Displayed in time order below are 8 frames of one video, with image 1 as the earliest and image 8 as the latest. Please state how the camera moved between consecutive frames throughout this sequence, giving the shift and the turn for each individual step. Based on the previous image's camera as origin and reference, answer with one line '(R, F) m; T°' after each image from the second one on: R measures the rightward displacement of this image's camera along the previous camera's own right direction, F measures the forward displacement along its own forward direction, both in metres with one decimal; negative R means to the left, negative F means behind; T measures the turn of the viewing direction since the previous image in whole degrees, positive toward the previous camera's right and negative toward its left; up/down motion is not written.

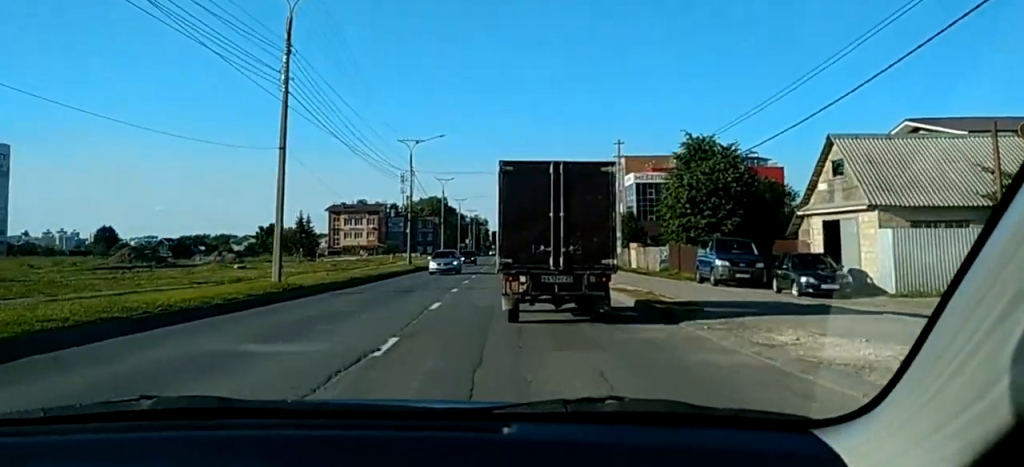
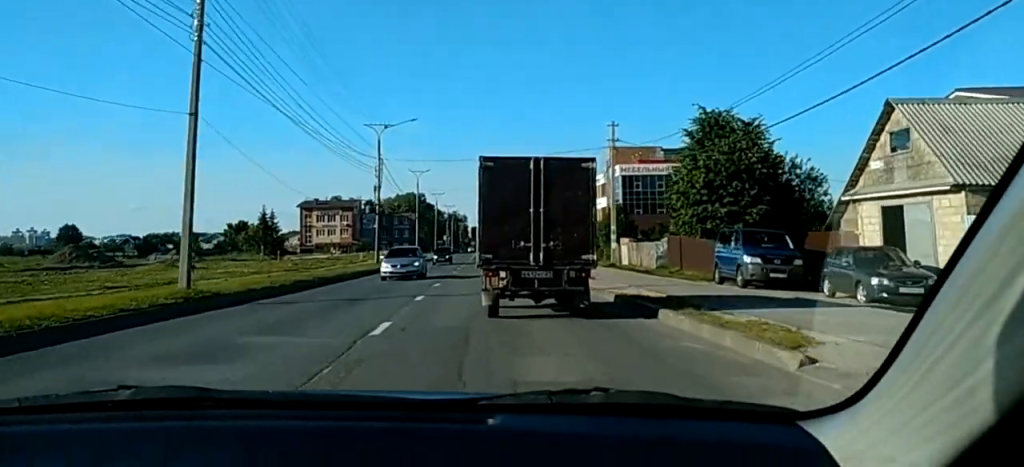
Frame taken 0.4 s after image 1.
(-0.1, +5.9) m; 0°
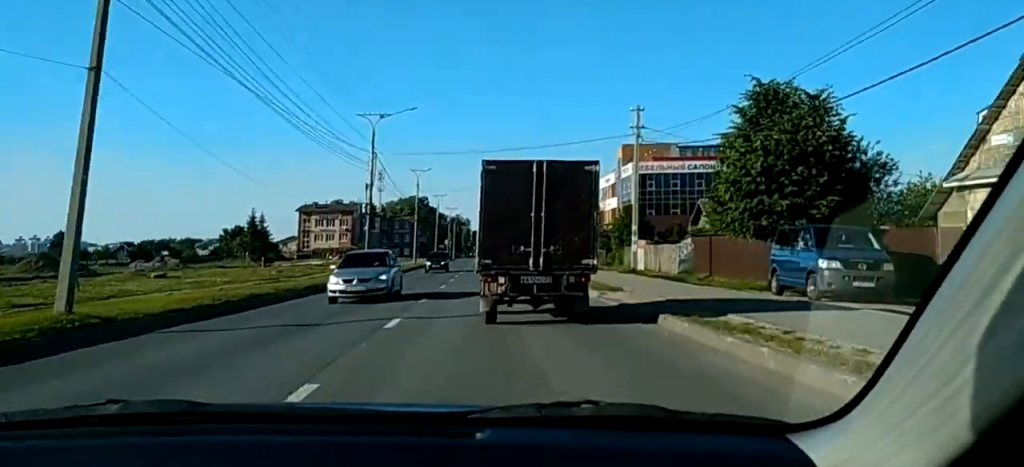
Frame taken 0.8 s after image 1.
(+0.1, +5.5) m; +1°
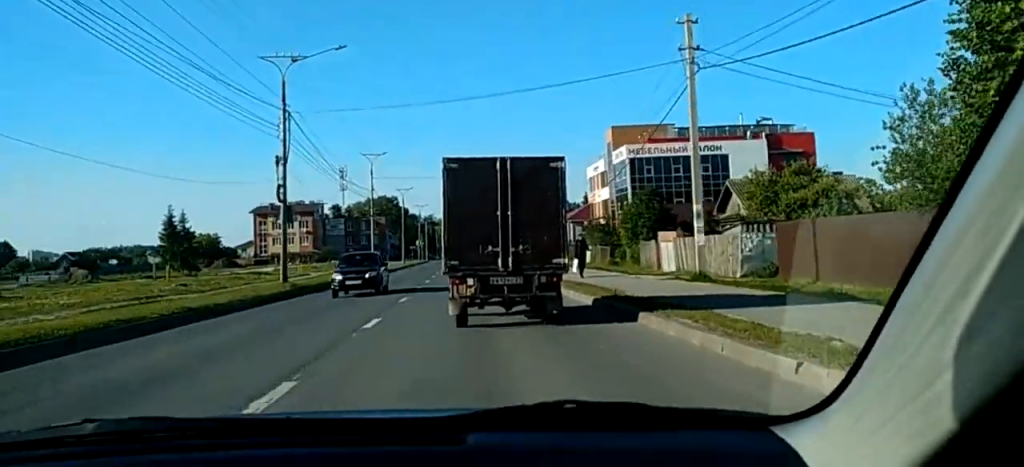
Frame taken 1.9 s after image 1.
(+0.3, +14.9) m; +1°
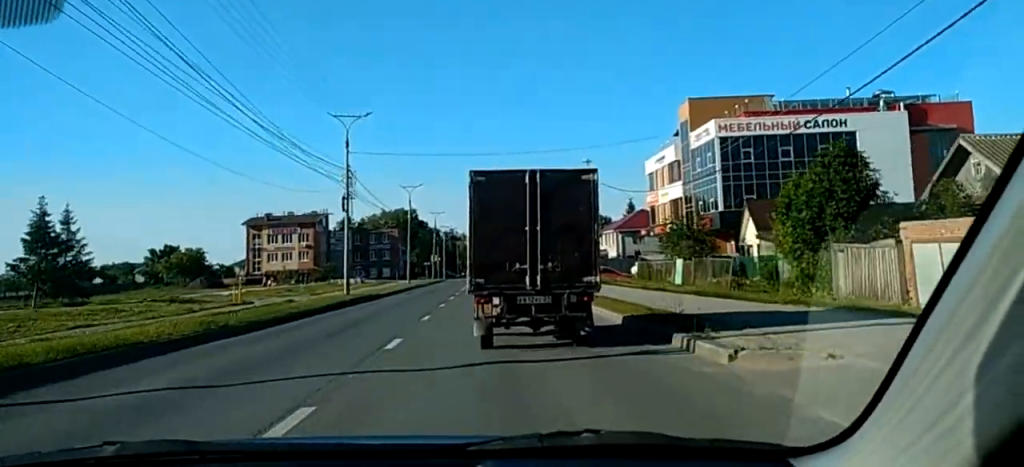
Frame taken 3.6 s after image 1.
(-0.6, +24.2) m; -3°
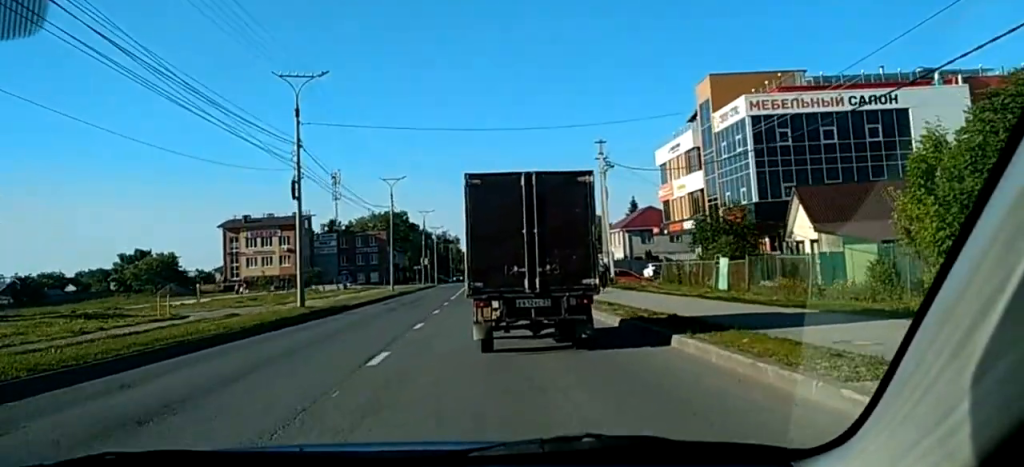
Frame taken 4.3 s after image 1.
(0.0, +9.7) m; 0°
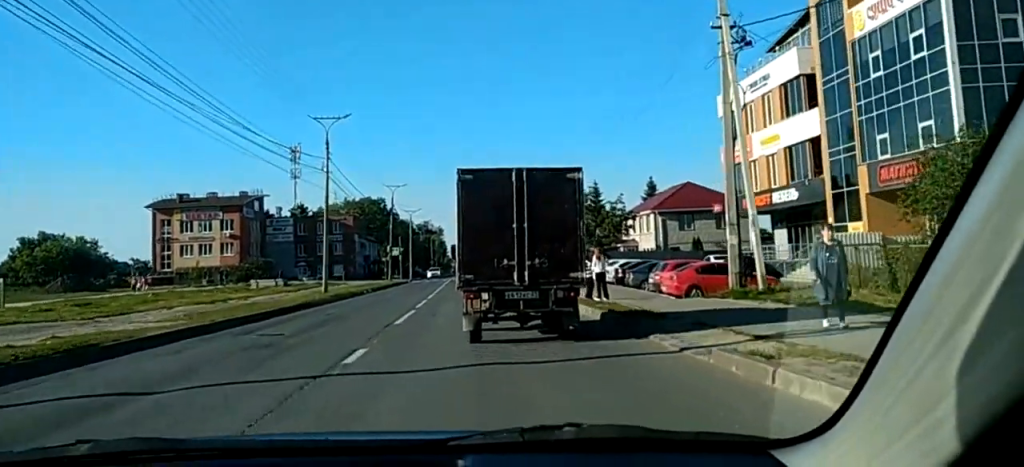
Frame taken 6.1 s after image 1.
(0.0, +25.0) m; 0°
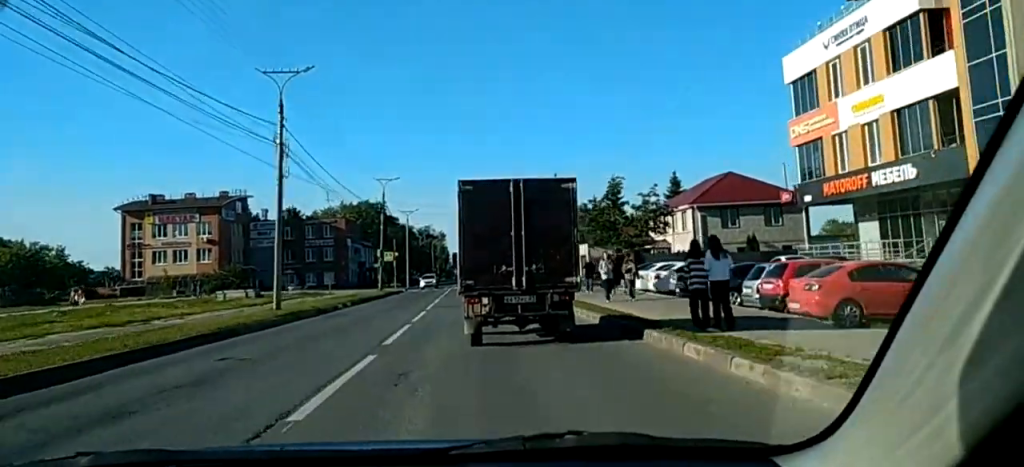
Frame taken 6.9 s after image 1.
(+0.1, +11.6) m; 0°
